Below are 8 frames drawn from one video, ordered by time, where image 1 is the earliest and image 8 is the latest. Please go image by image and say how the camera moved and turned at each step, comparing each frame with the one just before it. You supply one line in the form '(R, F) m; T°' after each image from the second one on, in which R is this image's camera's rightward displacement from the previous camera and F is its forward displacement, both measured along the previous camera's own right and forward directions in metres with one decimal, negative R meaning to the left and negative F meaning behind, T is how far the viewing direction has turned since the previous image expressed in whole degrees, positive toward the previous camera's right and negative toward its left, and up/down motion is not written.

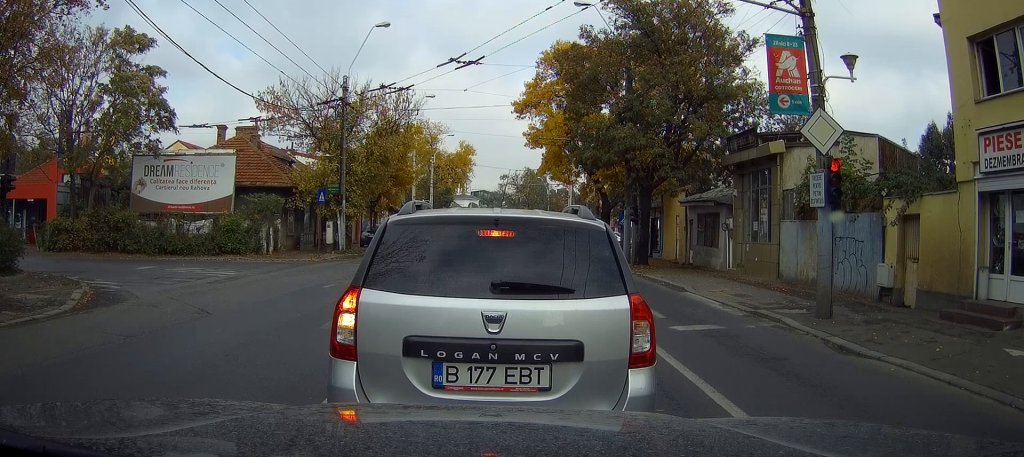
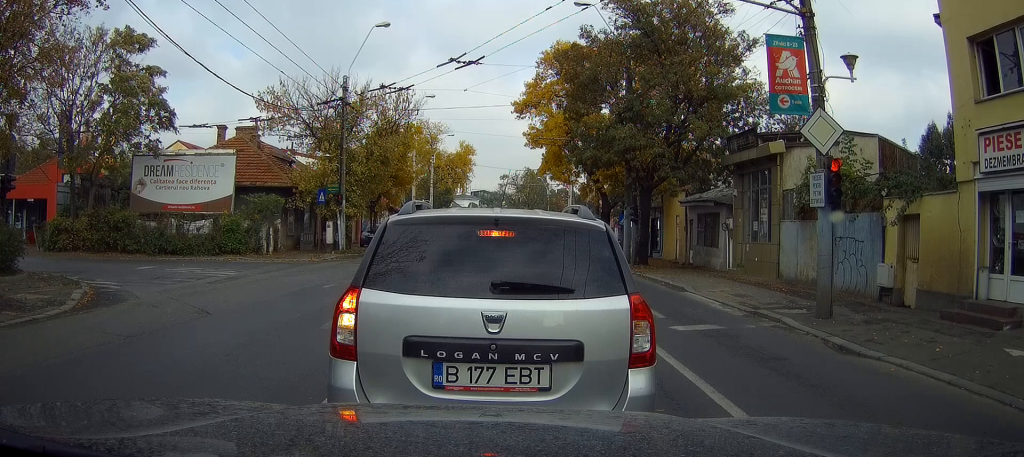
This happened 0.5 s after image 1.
(0.0, 0.0) m; 0°
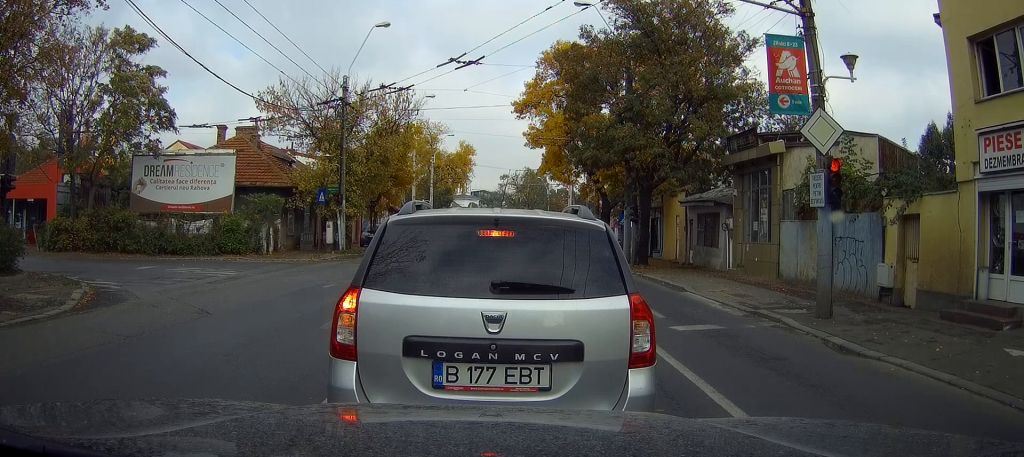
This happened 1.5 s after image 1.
(0.0, 0.0) m; 0°
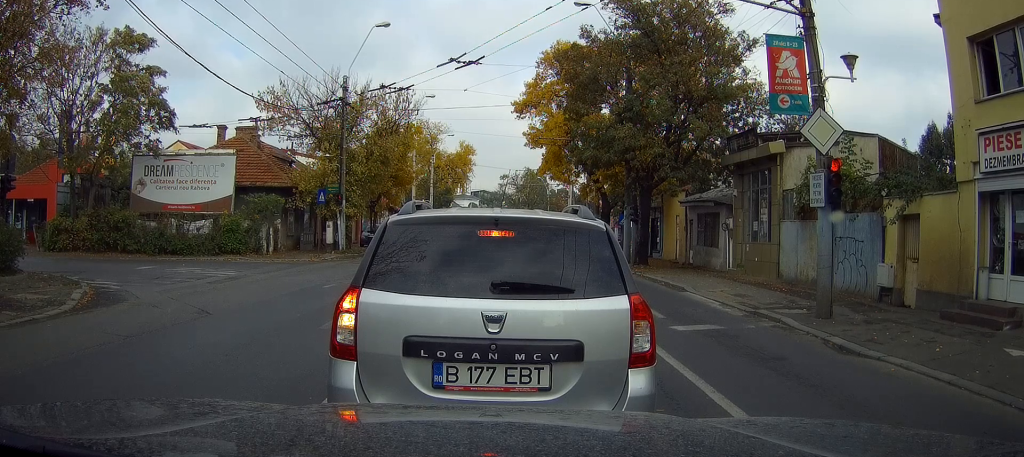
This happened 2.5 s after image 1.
(0.0, 0.0) m; 0°
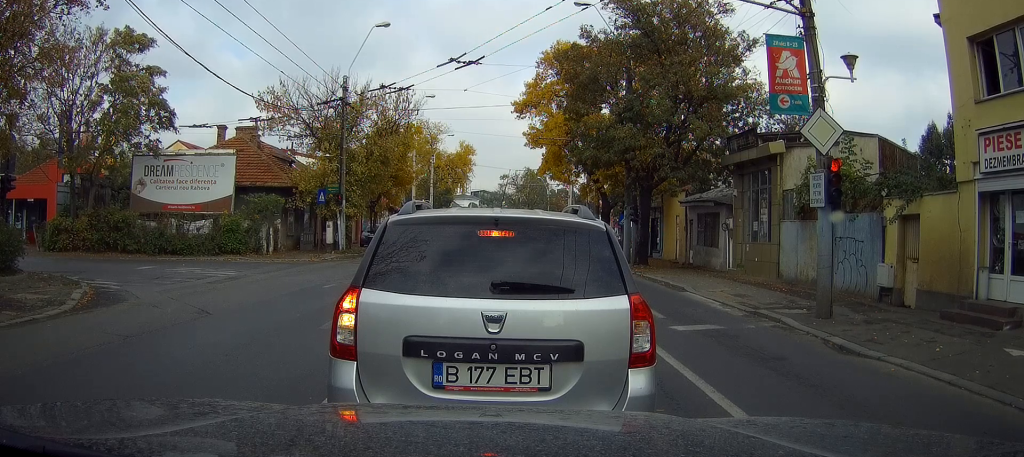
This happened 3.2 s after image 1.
(0.0, 0.0) m; 0°
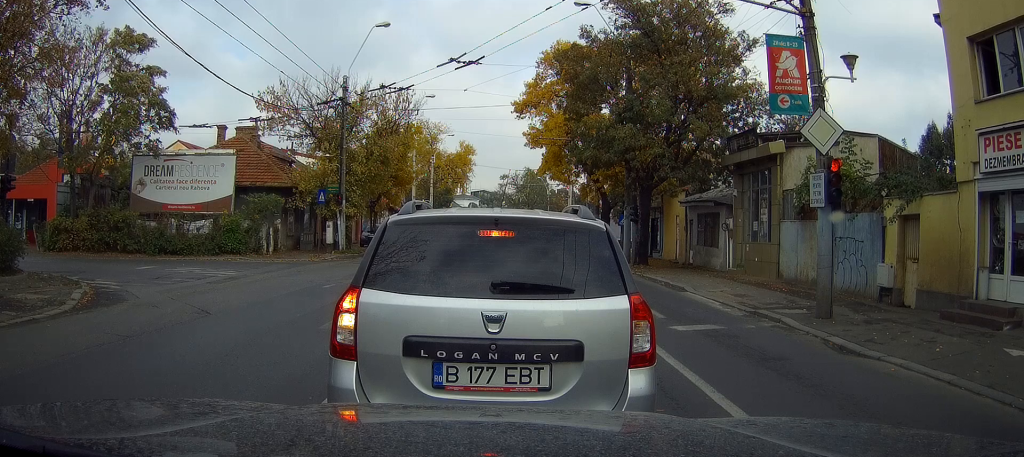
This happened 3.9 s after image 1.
(0.0, 0.0) m; 0°
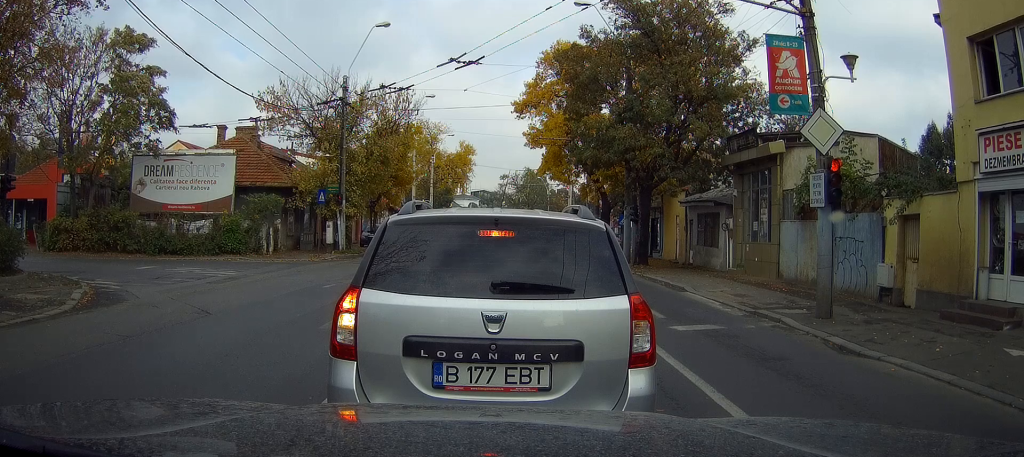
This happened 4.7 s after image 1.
(0.0, 0.0) m; 0°
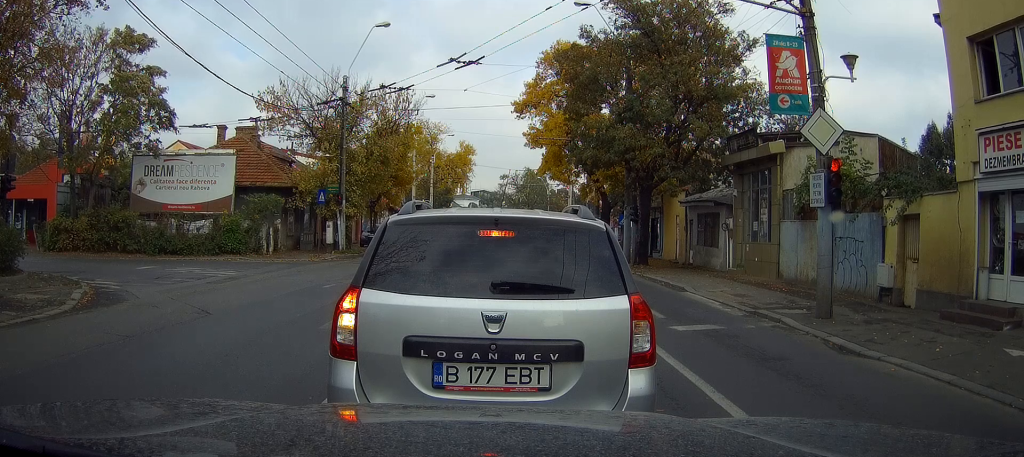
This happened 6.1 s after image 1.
(0.0, 0.0) m; 0°
